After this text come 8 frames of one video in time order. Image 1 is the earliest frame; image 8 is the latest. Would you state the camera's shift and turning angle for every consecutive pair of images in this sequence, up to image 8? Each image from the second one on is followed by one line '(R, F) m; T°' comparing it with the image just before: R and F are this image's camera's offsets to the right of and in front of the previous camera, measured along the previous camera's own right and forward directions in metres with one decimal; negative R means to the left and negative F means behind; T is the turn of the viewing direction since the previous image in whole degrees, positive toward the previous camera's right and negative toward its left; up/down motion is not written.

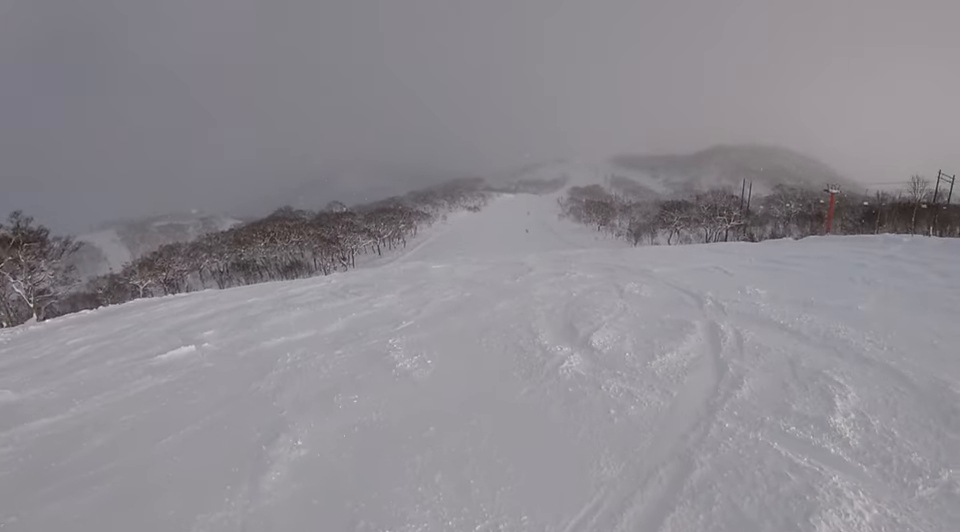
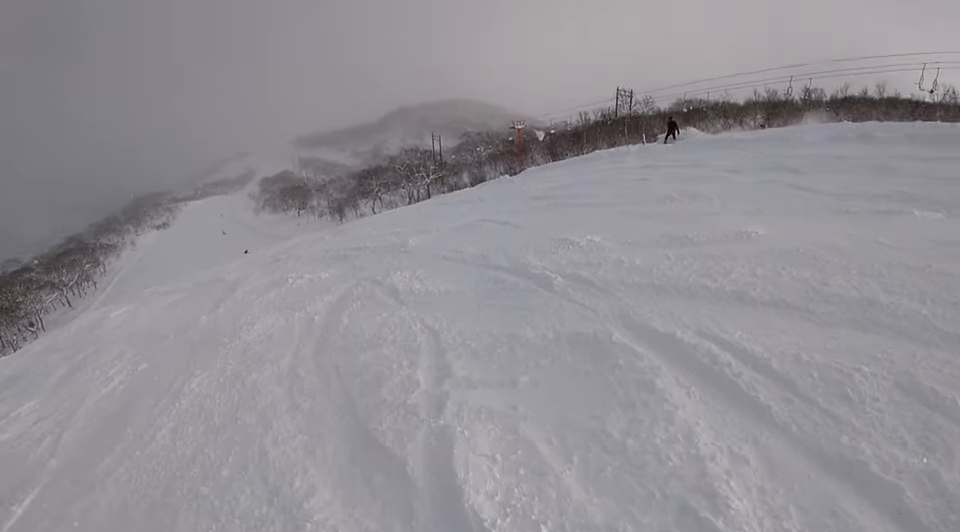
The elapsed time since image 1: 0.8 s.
(+0.6, +3.1) m; +25°
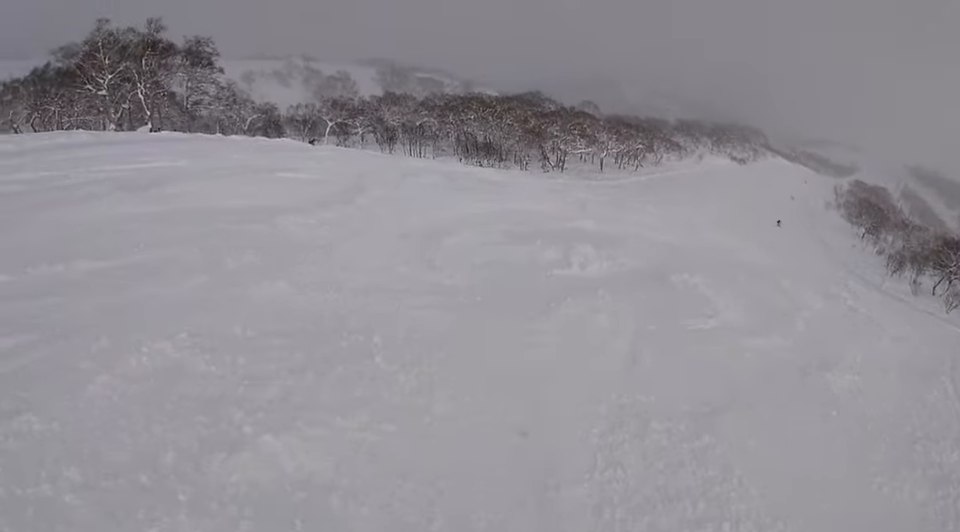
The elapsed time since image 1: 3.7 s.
(+1.6, +10.6) m; -37°
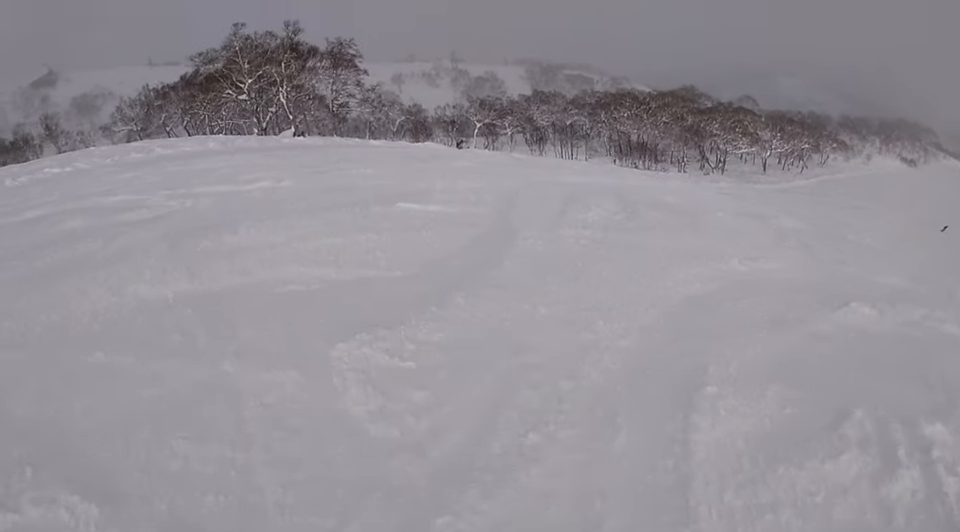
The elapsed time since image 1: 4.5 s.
(-1.0, +3.1) m; -15°
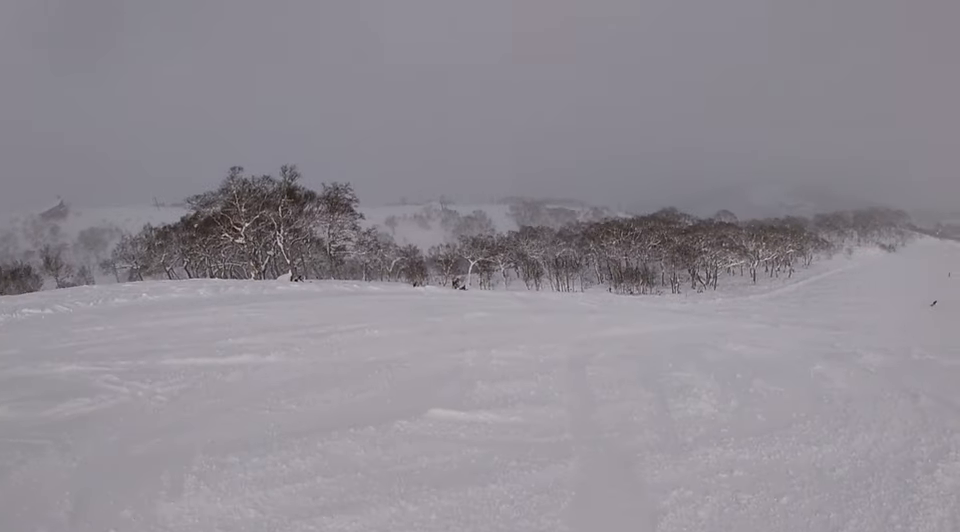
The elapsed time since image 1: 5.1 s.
(+0.1, +2.7) m; +7°
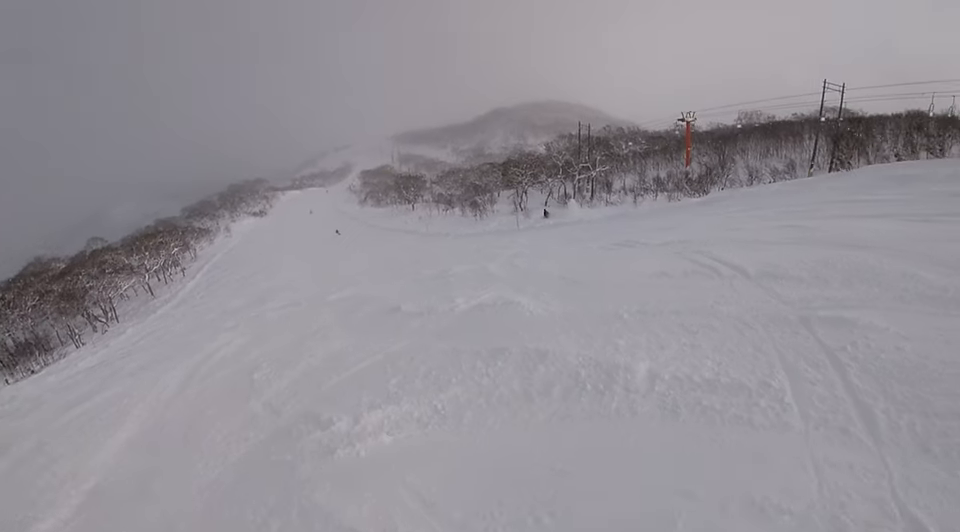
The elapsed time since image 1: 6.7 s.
(+1.8, +5.8) m; +50°
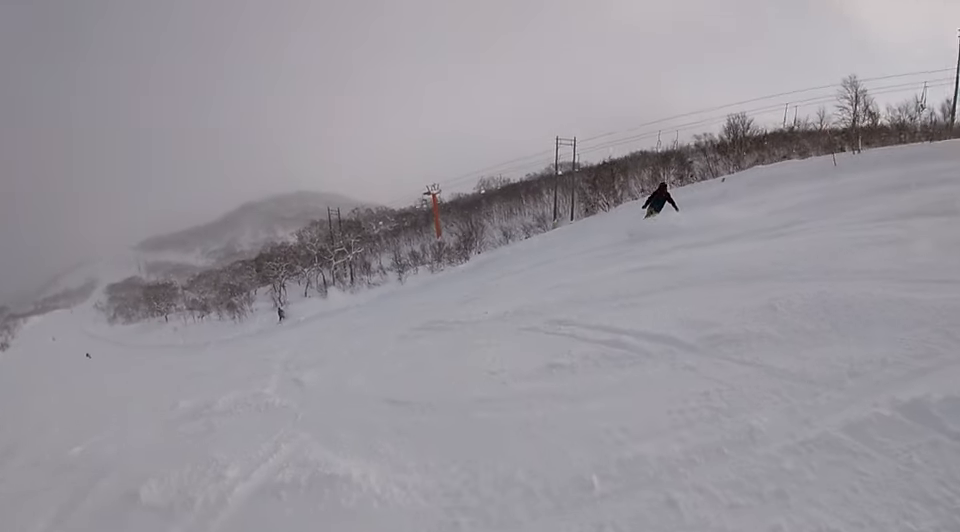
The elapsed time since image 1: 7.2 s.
(+1.0, +2.0) m; +13°
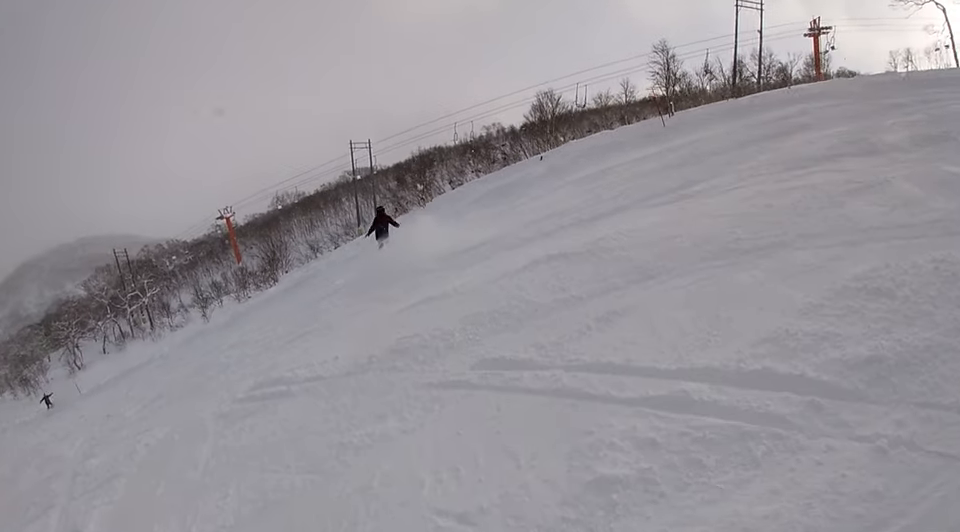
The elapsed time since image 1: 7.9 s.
(0.0, +2.2) m; +14°
